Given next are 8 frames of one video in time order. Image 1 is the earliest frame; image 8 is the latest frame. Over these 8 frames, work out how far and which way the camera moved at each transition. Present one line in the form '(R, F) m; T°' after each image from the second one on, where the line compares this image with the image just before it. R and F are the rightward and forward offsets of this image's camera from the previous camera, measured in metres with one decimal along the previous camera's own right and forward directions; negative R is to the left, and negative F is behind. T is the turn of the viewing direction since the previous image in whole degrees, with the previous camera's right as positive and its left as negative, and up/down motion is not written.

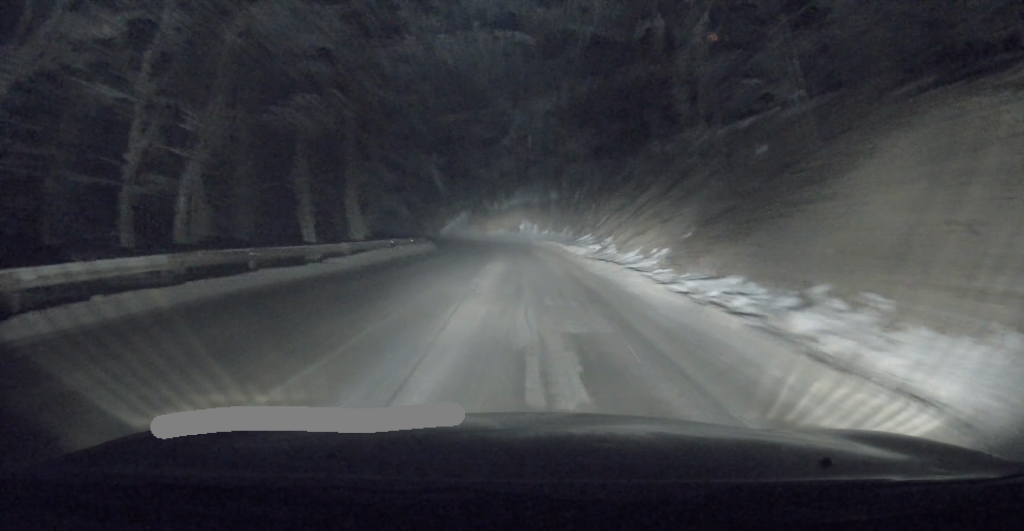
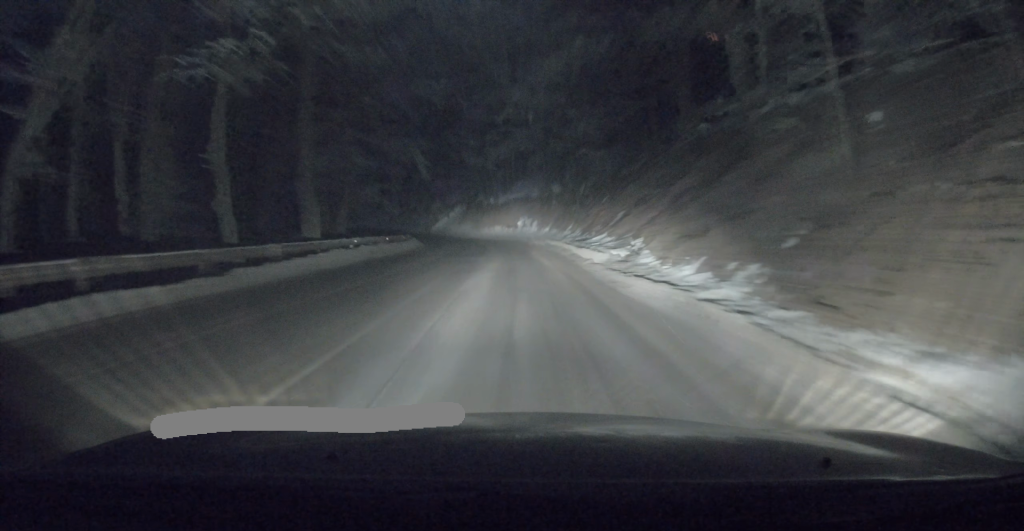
(-0.3, +5.1) m; -2°
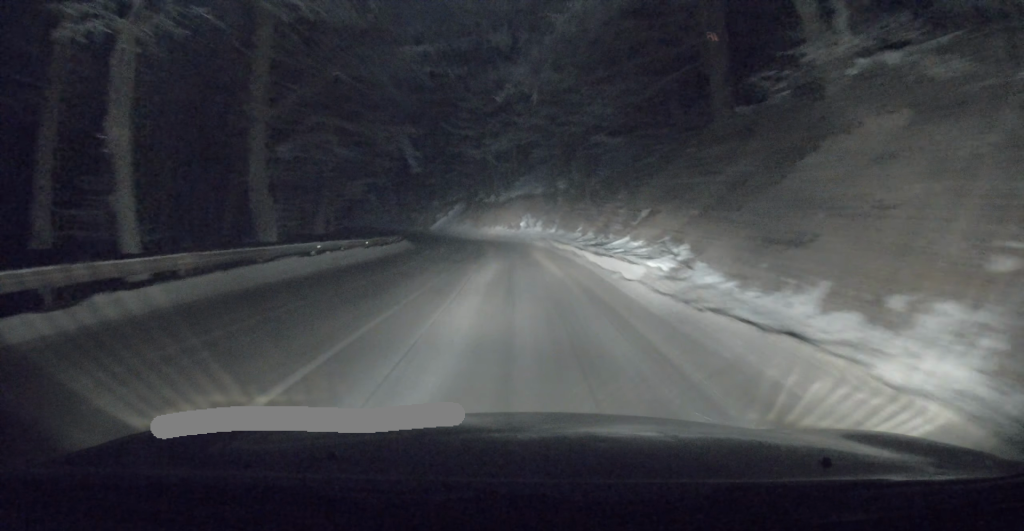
(-0.1, +4.0) m; -2°
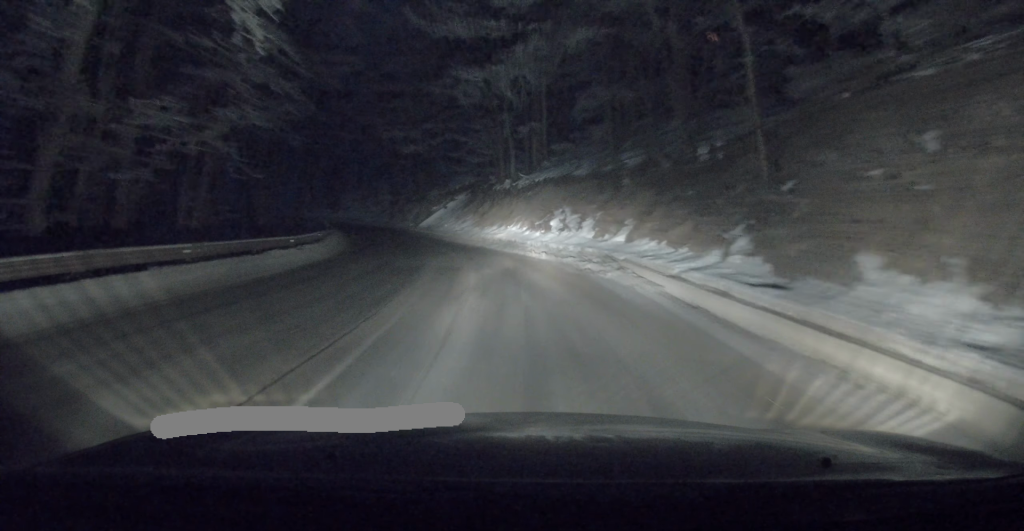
(-0.3, +20.1) m; -2°
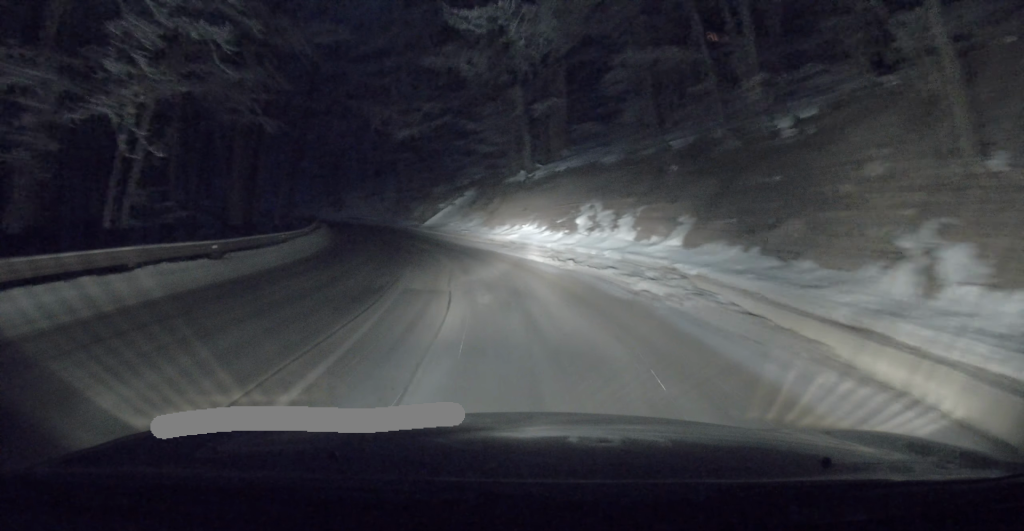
(+0.1, +5.1) m; -1°
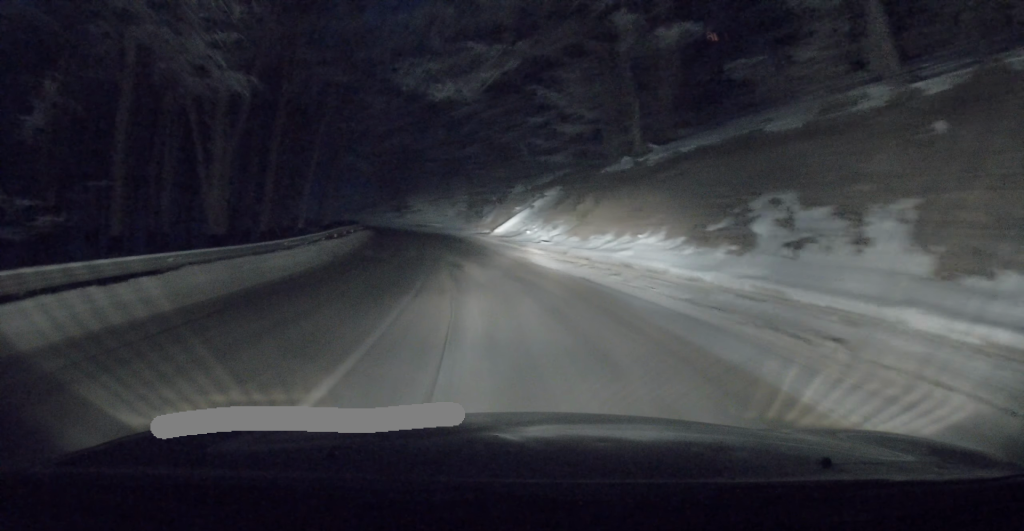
(-0.4, +10.3) m; -3°
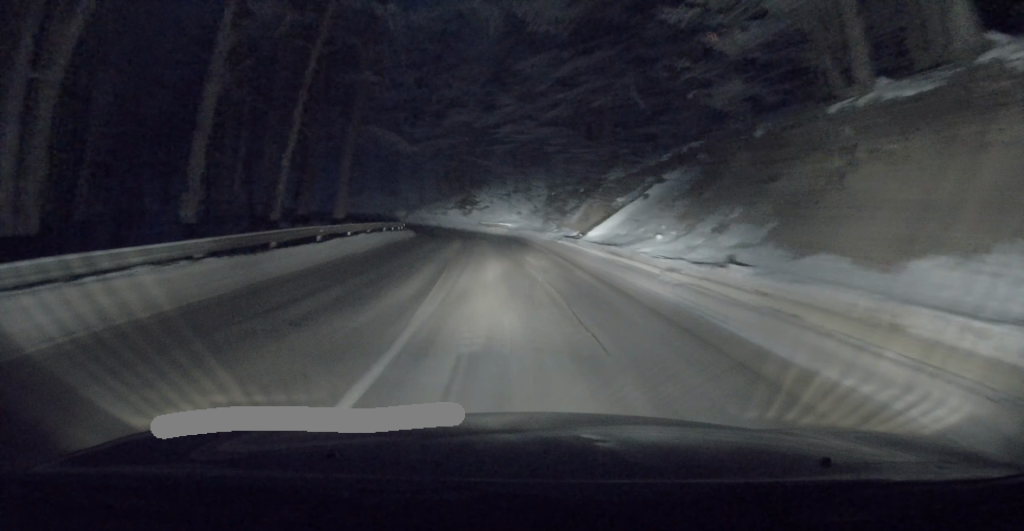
(-0.1, +13.8) m; -1°
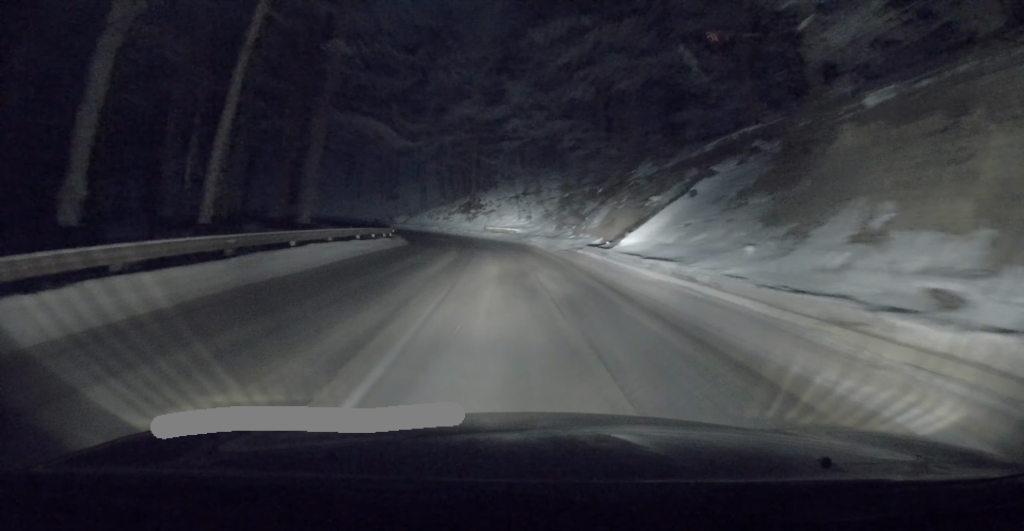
(+0.1, +5.5) m; -1°
